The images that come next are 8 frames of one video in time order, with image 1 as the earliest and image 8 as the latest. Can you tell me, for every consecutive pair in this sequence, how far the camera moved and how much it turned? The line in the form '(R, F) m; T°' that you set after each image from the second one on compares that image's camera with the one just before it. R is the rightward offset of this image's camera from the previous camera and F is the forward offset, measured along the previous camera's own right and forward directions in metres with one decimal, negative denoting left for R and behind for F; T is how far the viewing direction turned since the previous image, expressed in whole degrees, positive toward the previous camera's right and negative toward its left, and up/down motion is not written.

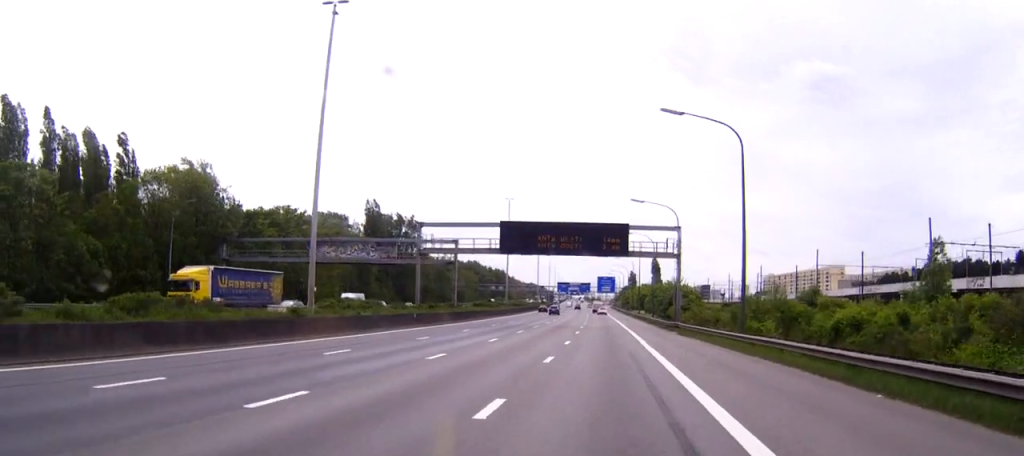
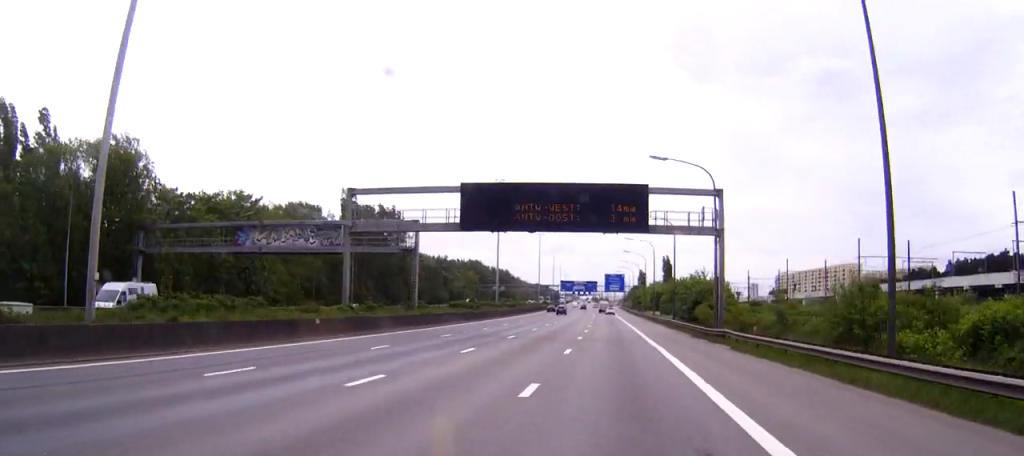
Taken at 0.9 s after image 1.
(-0.1, +21.6) m; 0°
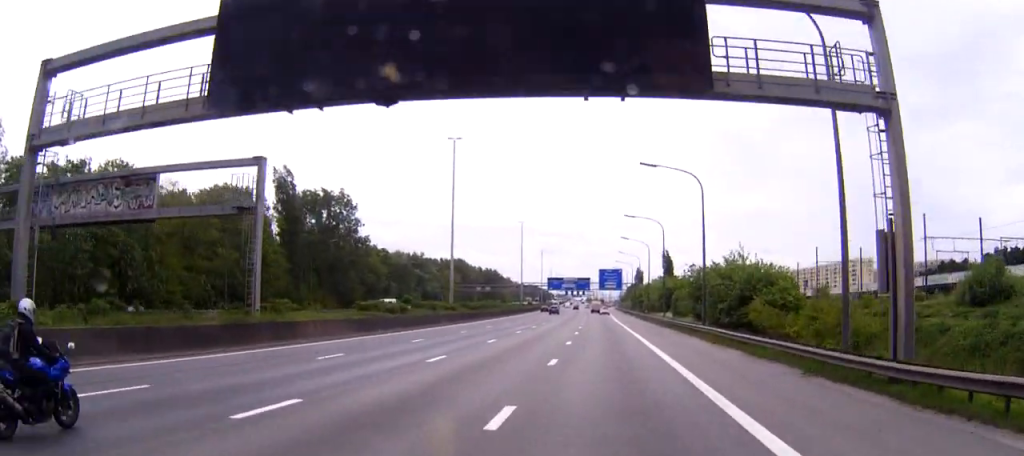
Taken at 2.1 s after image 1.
(+0.1, +30.2) m; 0°
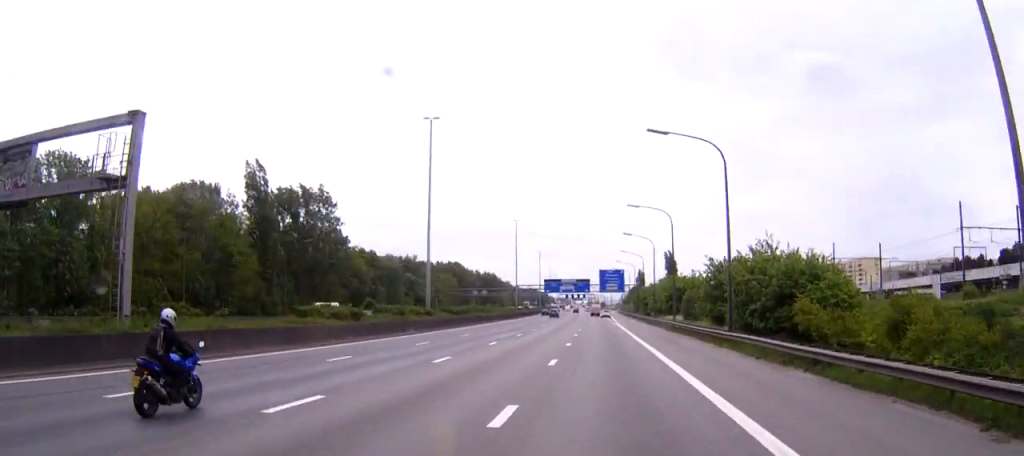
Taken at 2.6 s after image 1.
(0.0, +11.4) m; 0°
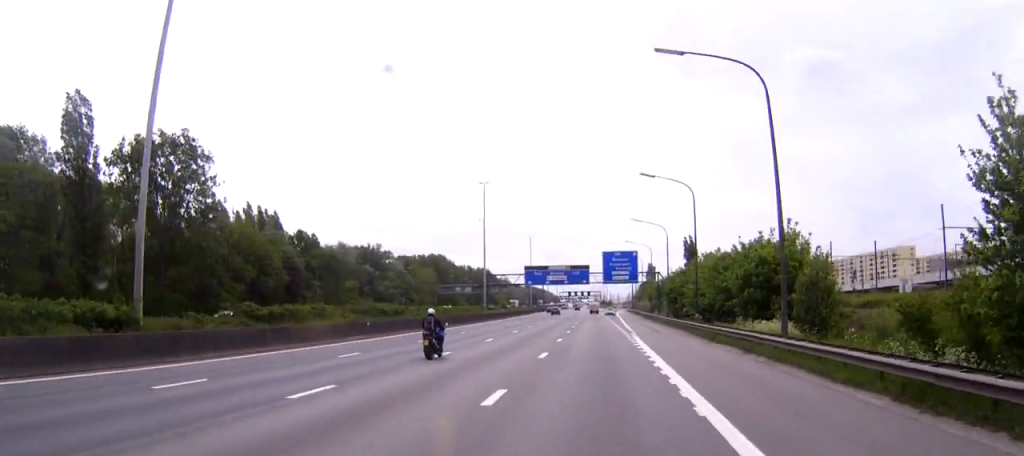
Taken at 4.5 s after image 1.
(-0.6, +48.0) m; -2°
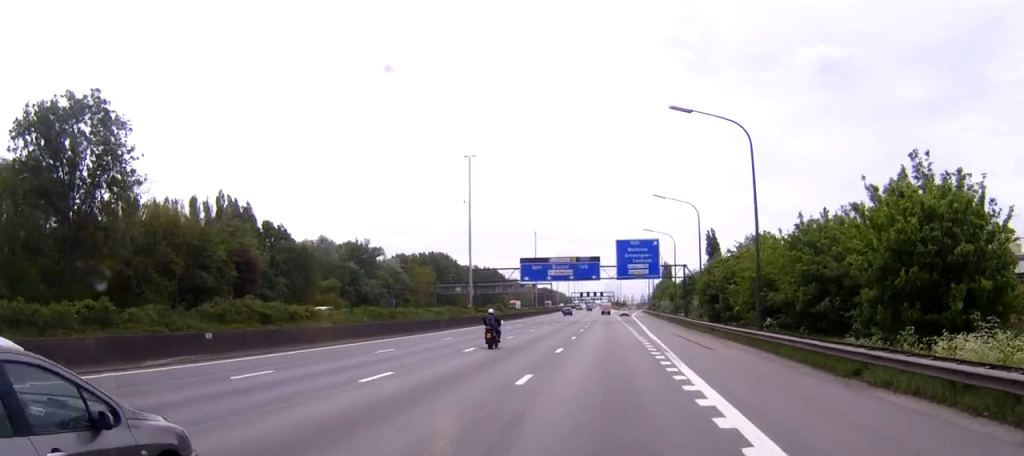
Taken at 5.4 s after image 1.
(0.0, +21.5) m; 0°
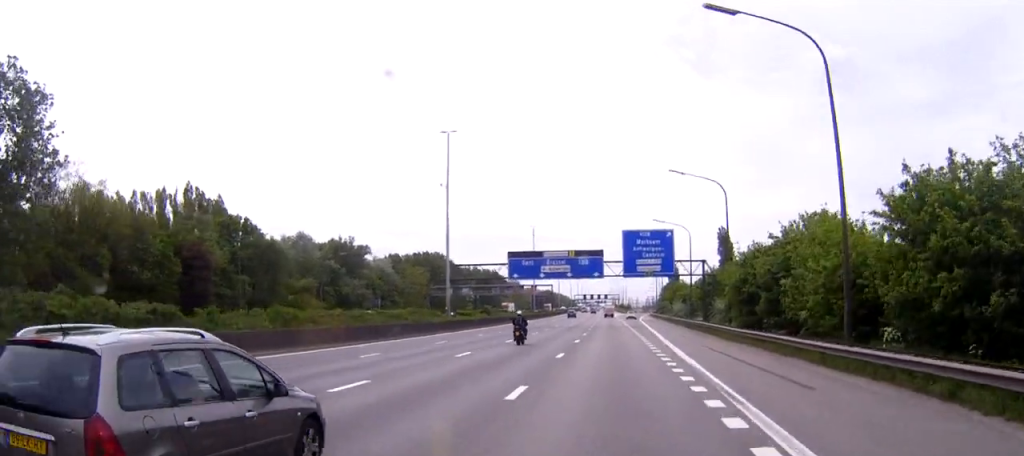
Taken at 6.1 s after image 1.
(0.0, +14.9) m; 0°
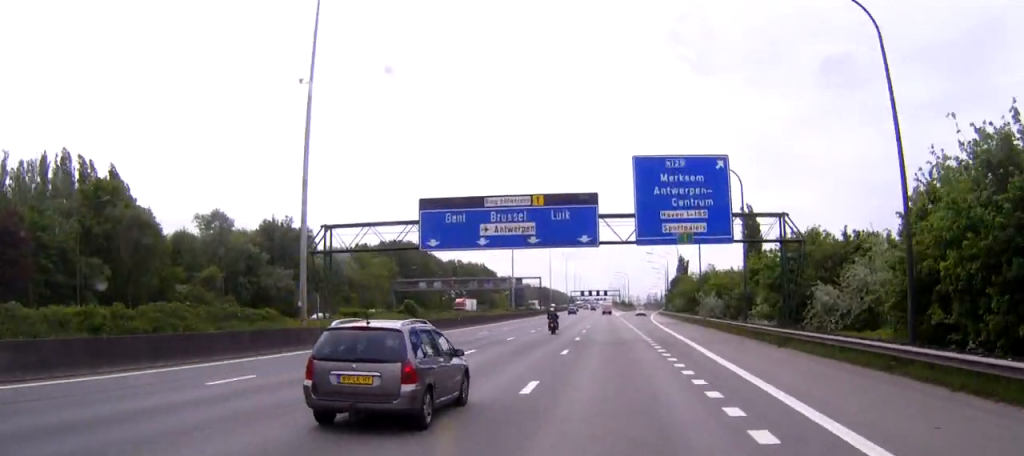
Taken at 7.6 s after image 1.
(-0.1, +35.7) m; -1°
